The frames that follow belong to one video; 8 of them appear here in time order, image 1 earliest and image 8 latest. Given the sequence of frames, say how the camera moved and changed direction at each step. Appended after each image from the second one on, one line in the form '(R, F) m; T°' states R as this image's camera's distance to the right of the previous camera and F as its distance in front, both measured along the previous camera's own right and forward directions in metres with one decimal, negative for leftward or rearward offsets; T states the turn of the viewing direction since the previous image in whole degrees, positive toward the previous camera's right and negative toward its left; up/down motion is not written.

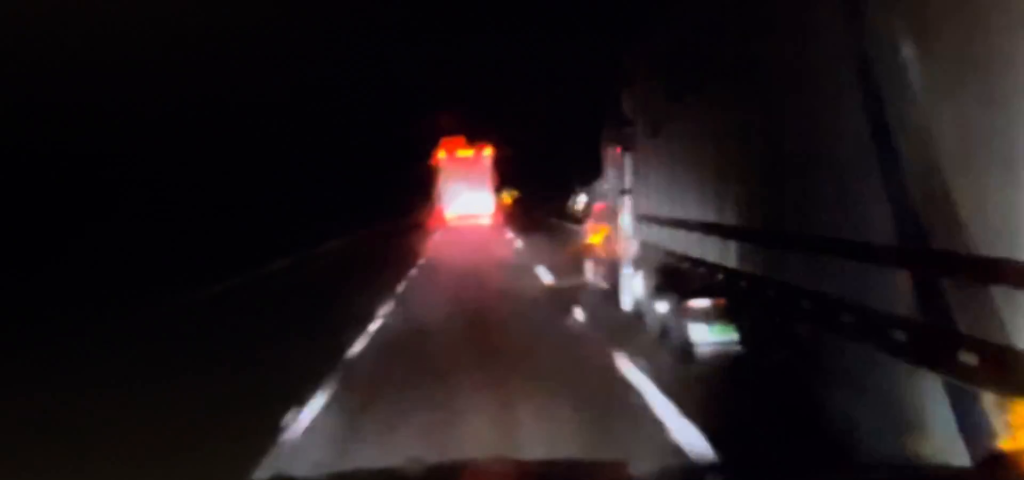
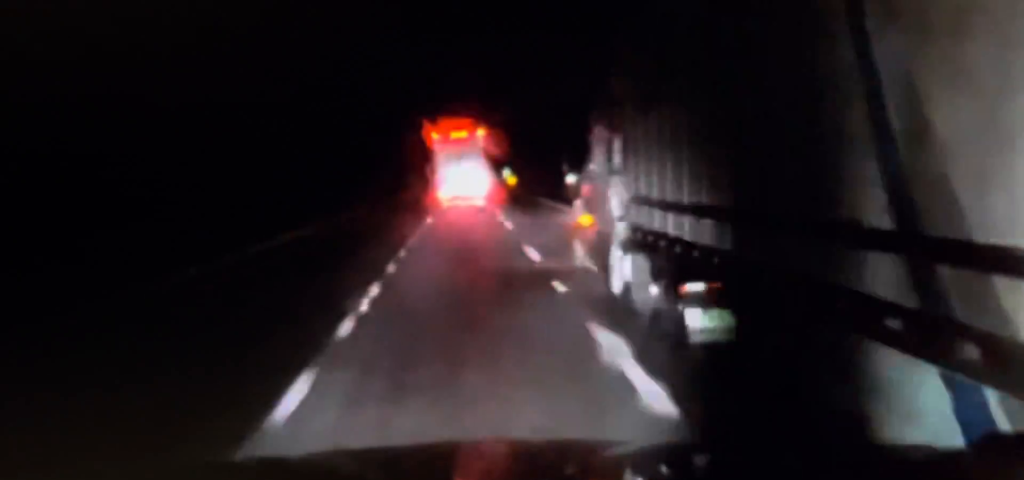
(0.0, +48.1) m; 0°
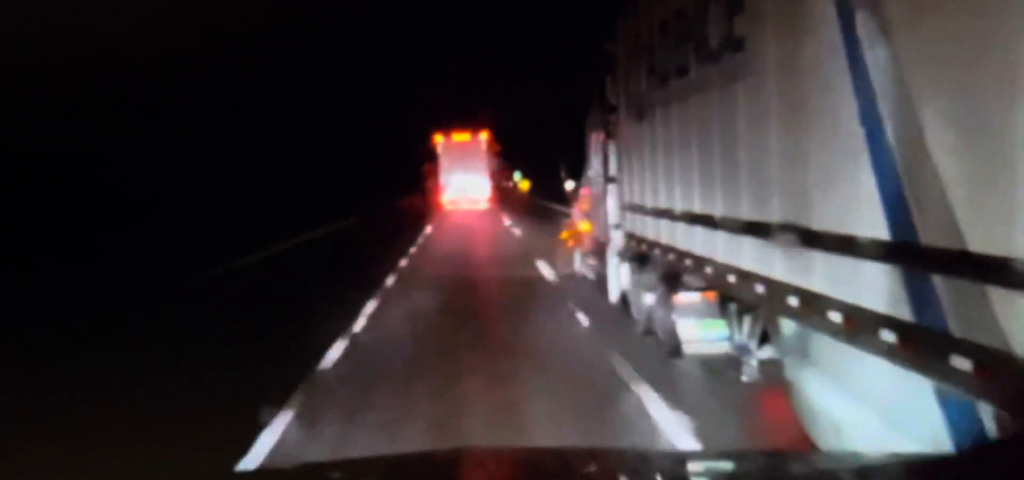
(0.0, +26.6) m; 0°
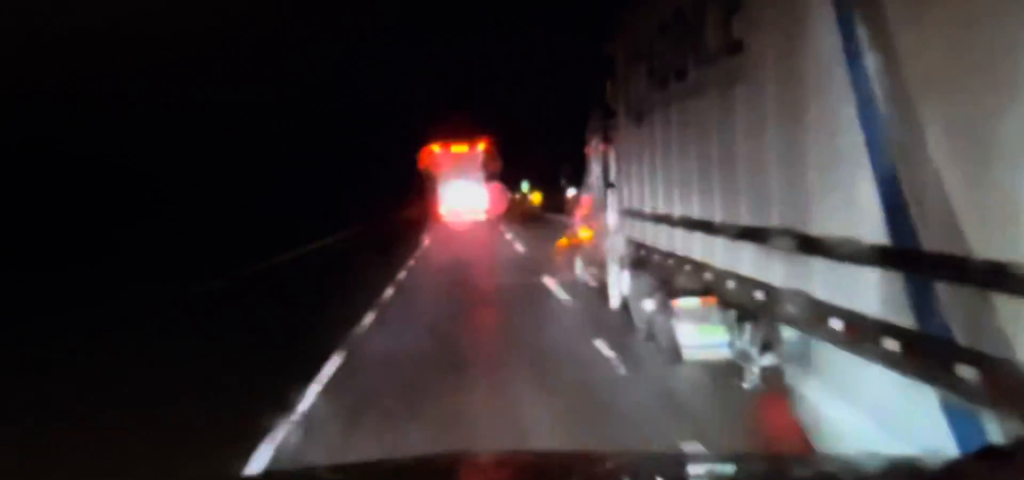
(0.0, +27.3) m; 0°
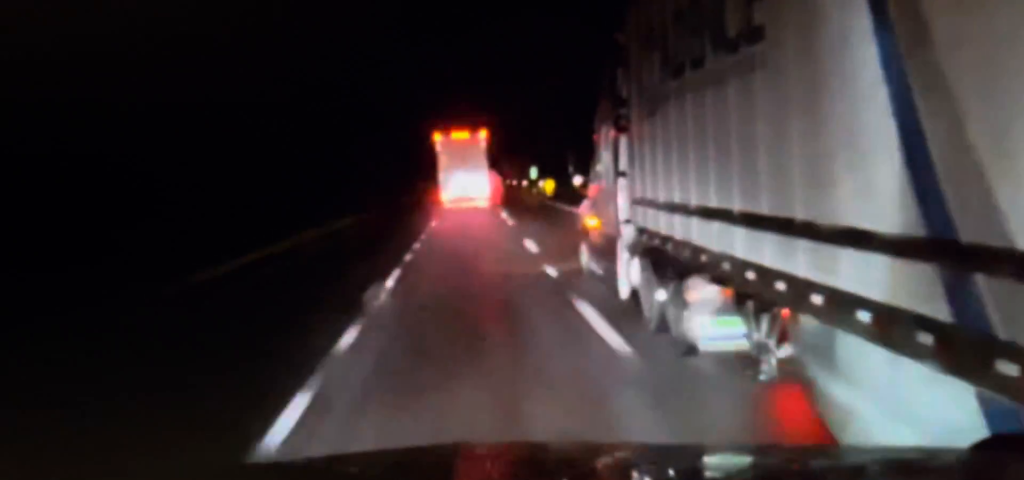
(0.0, +16.8) m; 0°
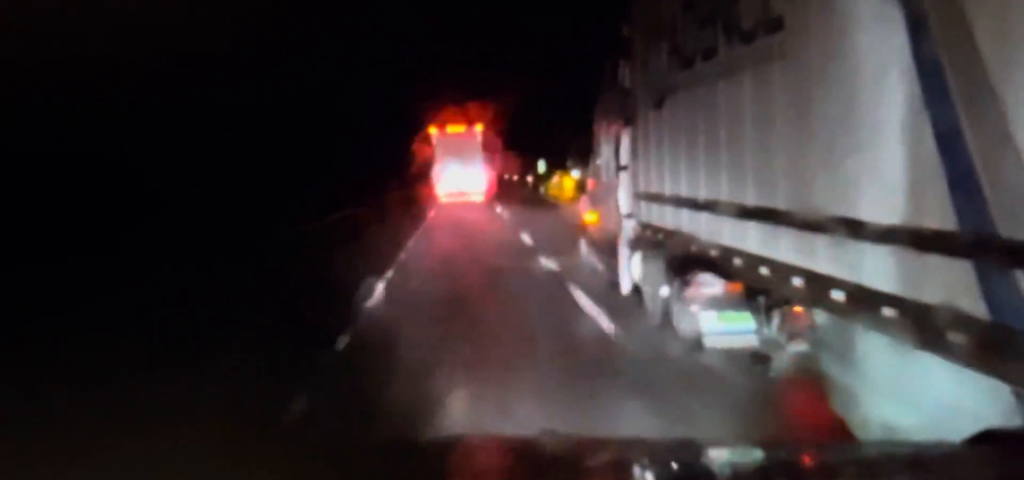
(0.0, +24.2) m; 0°
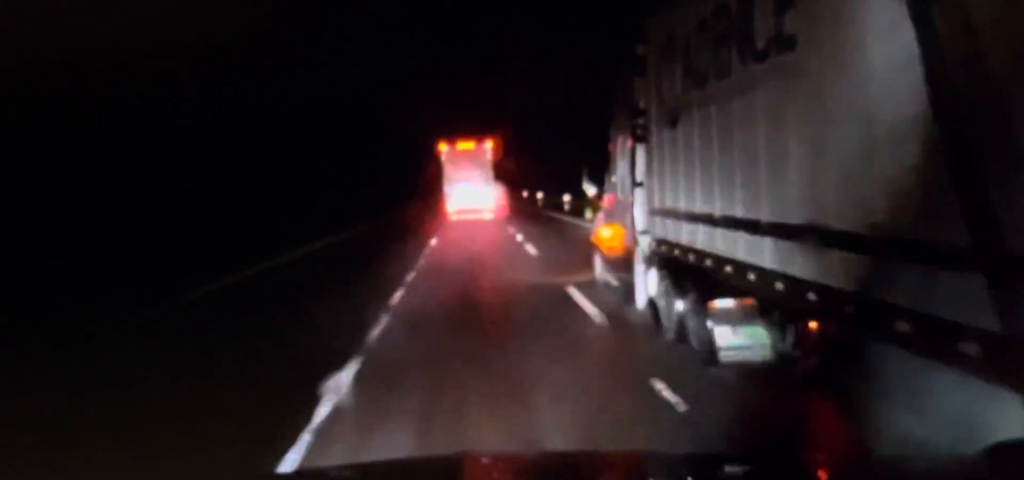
(+0.3, +34.1) m; +1°
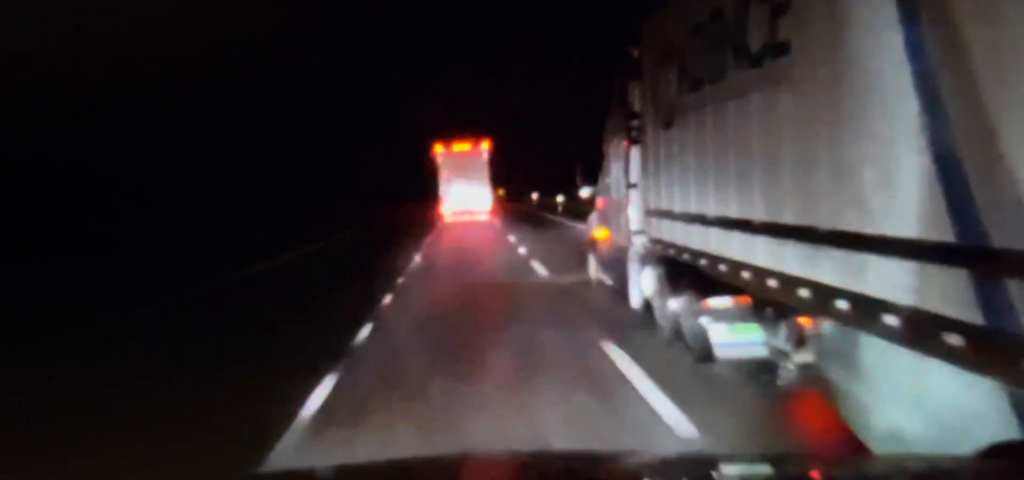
(0.0, +32.7) m; 0°
